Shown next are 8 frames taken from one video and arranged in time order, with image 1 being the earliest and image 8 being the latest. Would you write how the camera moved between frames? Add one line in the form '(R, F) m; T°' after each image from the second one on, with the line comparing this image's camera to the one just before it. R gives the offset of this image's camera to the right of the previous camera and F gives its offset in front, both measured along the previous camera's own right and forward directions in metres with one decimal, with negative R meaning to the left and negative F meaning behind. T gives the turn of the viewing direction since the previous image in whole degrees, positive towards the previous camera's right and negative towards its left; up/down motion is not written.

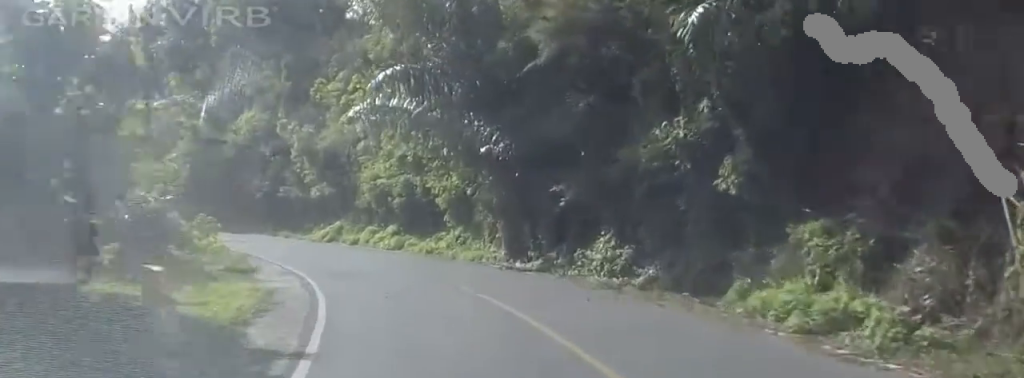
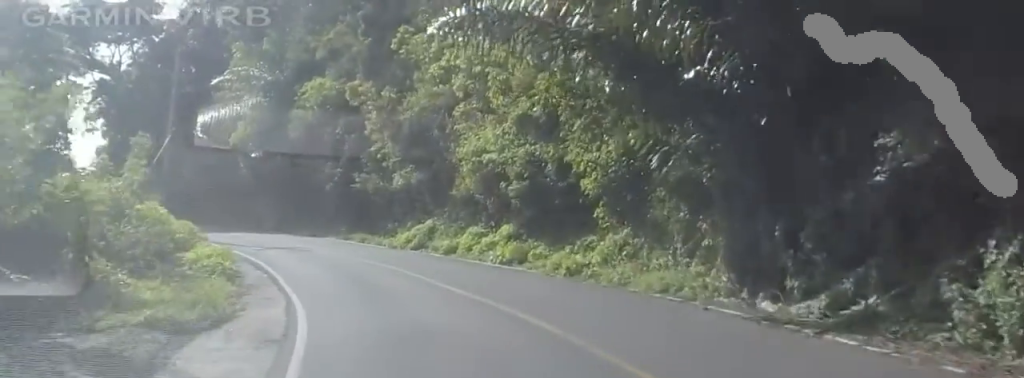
(-1.2, +14.1) m; -7°
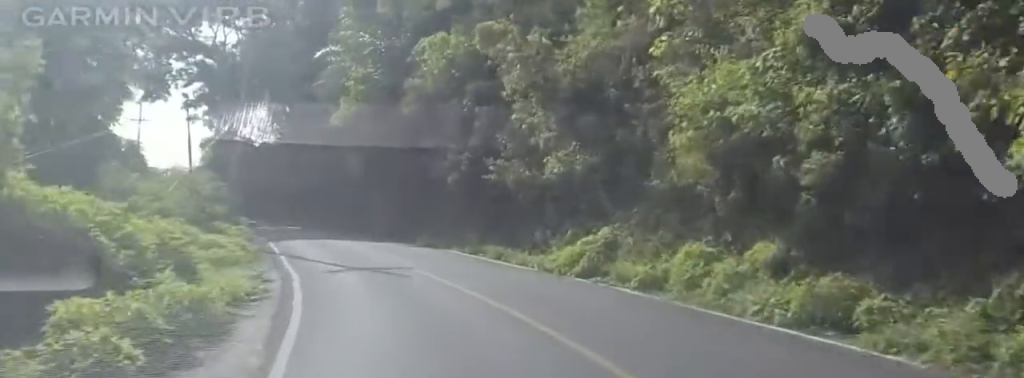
(-0.4, +12.4) m; -6°
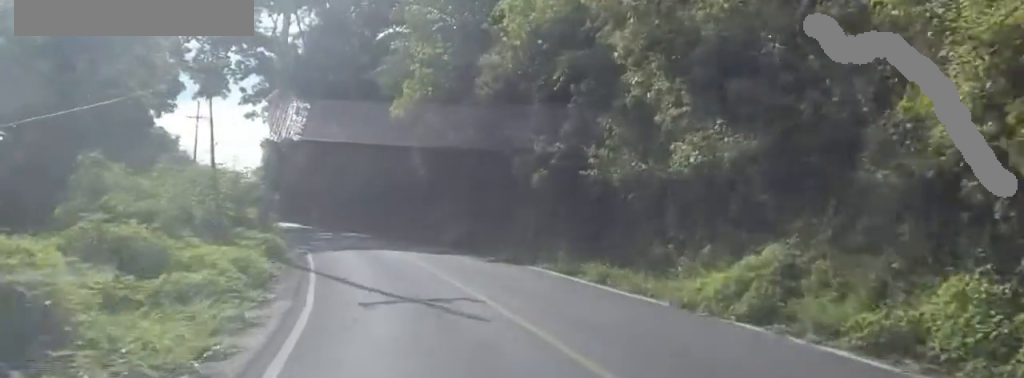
(-0.3, +6.6) m; -4°
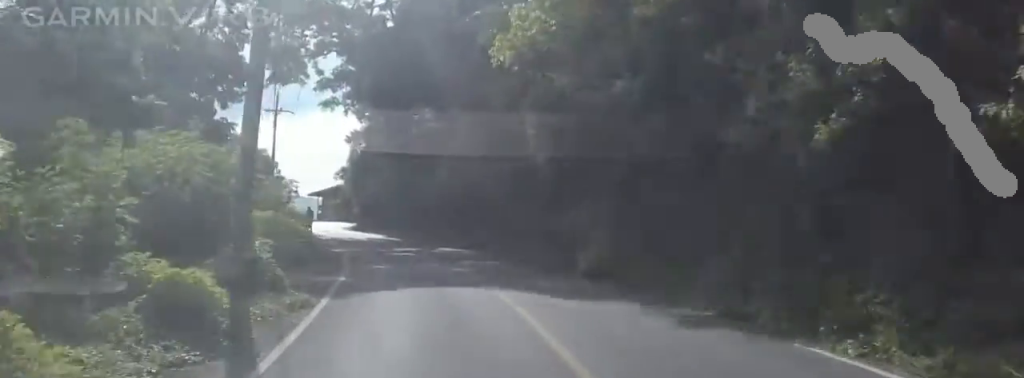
(-0.9, +13.1) m; -8°
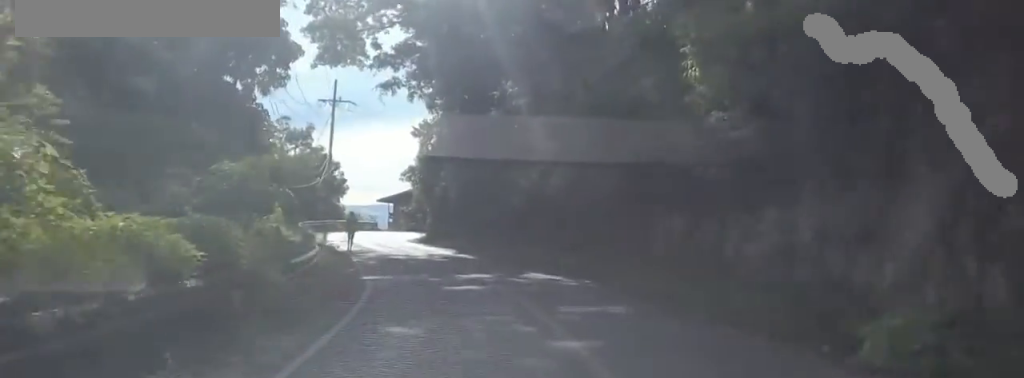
(-0.7, +11.2) m; -6°
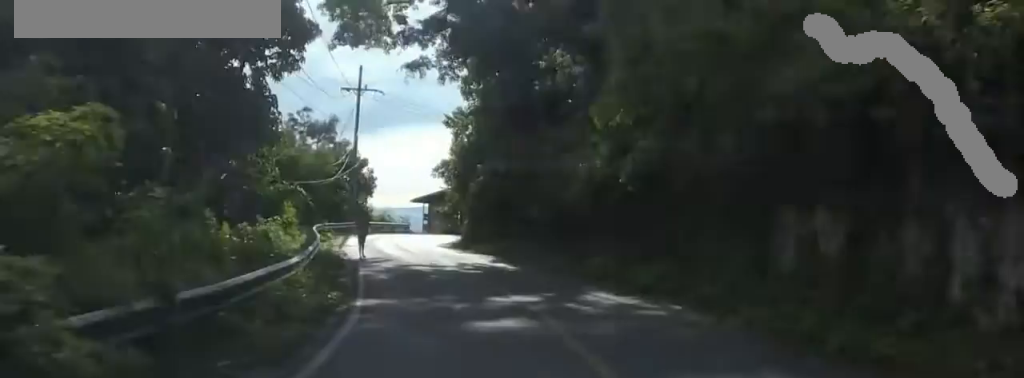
(-0.3, +6.3) m; -3°
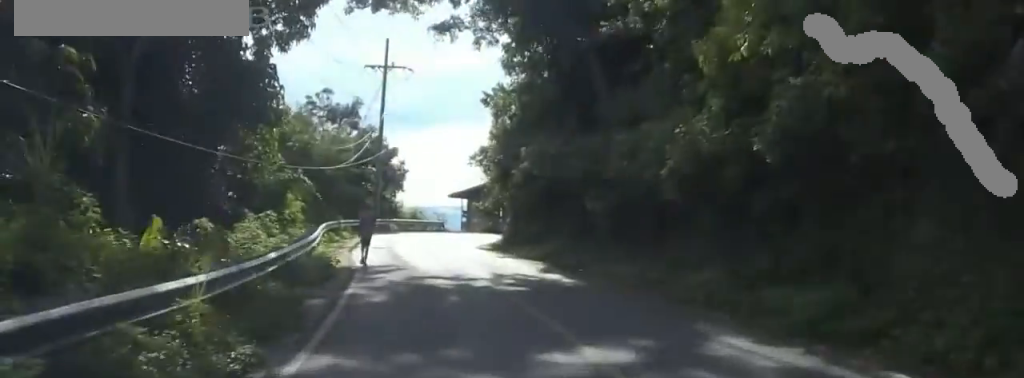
(0.0, +7.1) m; 0°
